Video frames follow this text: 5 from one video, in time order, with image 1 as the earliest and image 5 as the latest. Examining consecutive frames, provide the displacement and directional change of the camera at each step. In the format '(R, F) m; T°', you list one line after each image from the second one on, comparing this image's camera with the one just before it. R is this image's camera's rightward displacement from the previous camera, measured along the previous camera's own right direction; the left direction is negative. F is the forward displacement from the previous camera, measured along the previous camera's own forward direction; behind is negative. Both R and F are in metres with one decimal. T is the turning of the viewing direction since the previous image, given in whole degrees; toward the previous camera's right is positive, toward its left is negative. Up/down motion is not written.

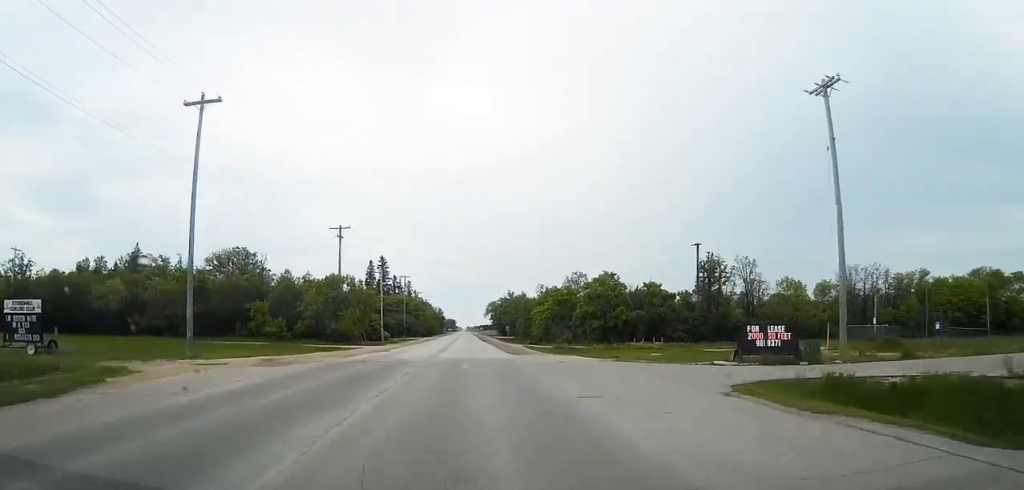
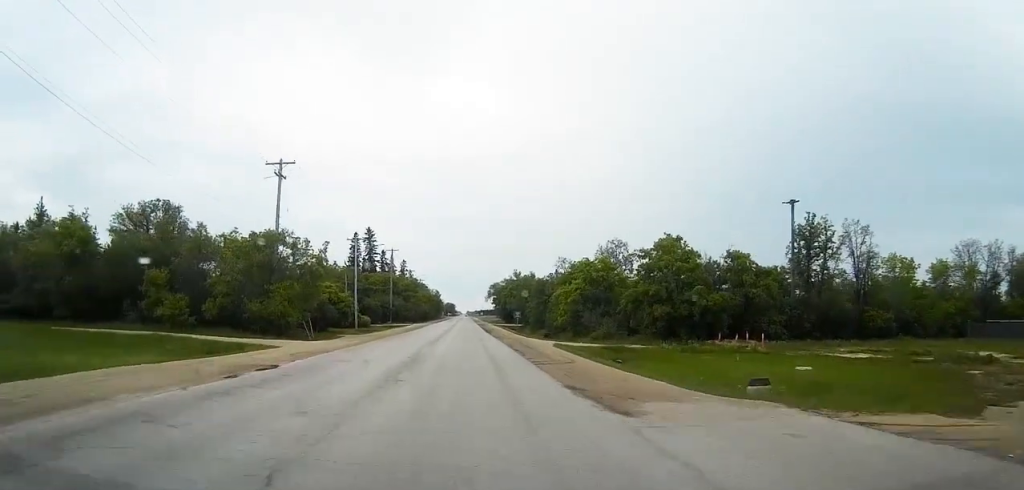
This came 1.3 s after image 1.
(+0.1, +27.4) m; 0°
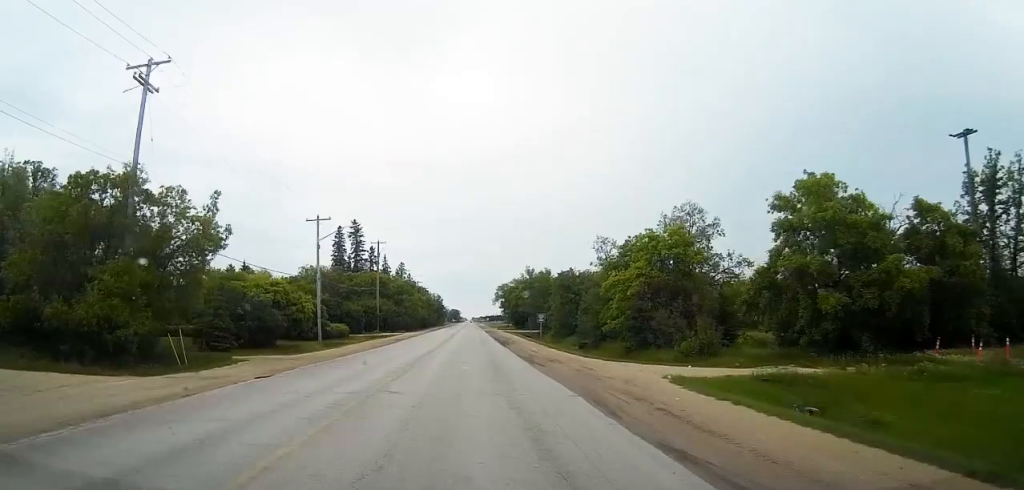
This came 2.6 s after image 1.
(-0.2, +25.7) m; 0°
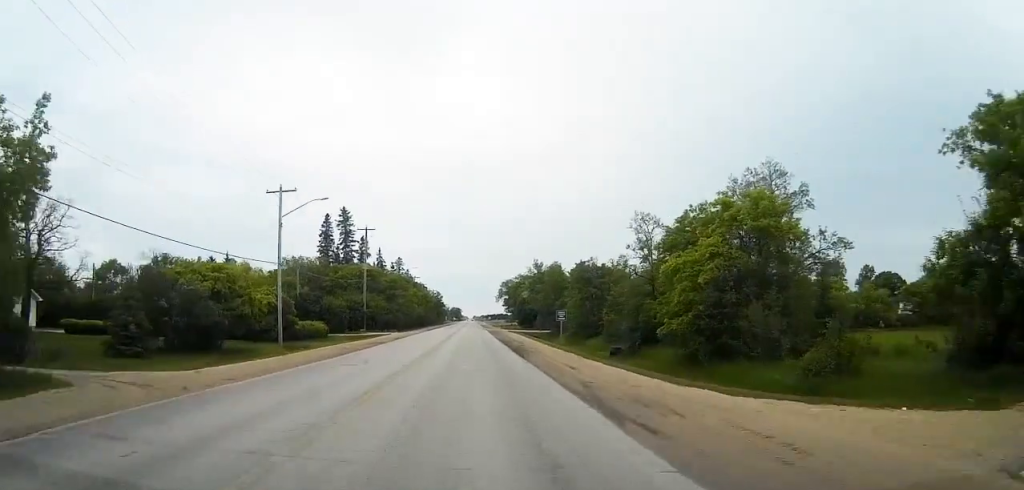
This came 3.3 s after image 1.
(0.0, +14.7) m; 0°
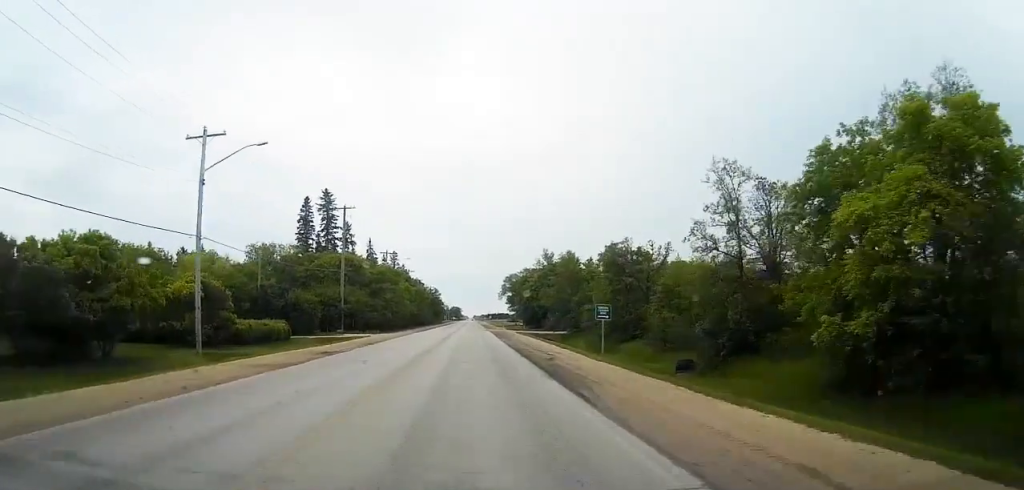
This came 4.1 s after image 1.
(0.0, +17.0) m; 0°
